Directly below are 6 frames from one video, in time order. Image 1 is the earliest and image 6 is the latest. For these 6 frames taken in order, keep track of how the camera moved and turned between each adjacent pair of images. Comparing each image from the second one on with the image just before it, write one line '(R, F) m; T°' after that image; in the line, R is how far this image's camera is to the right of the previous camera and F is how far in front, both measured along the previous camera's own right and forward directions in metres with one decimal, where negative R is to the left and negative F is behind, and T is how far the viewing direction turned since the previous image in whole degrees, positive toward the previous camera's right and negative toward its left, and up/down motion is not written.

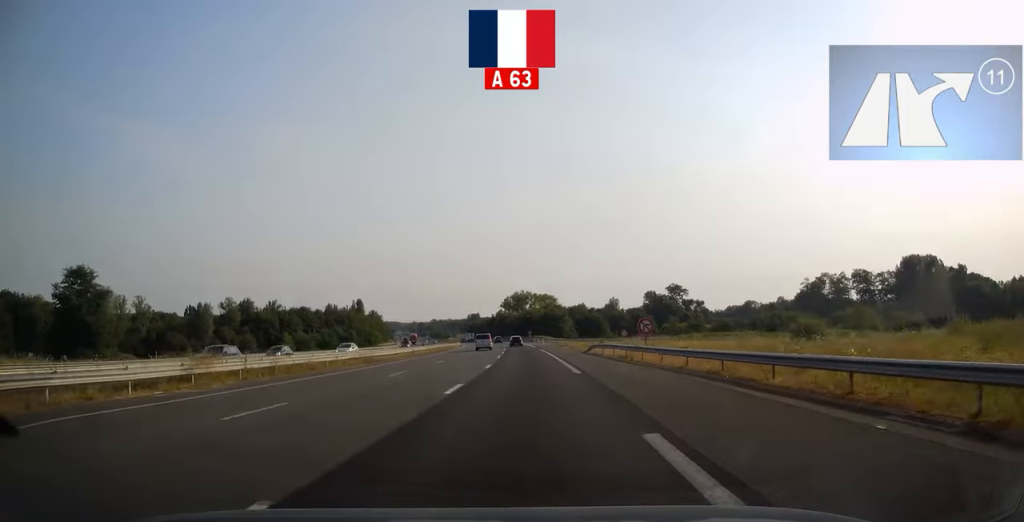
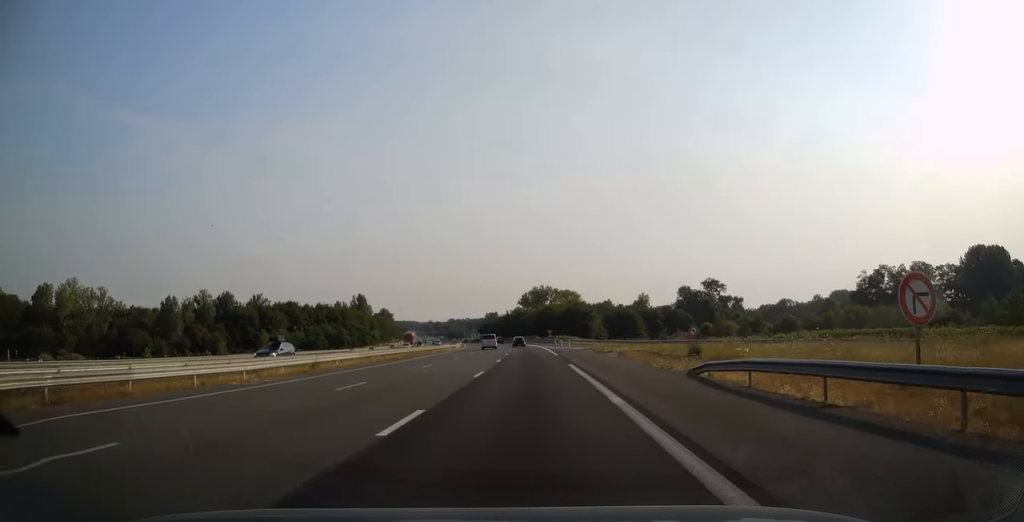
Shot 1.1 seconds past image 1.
(-0.7, +32.5) m; -2°
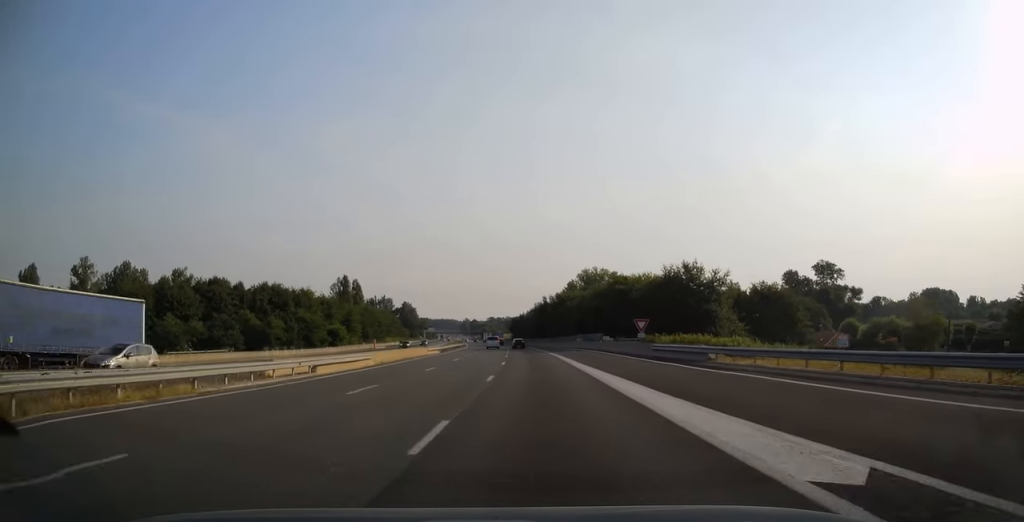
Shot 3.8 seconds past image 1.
(-3.1, +78.8) m; -4°
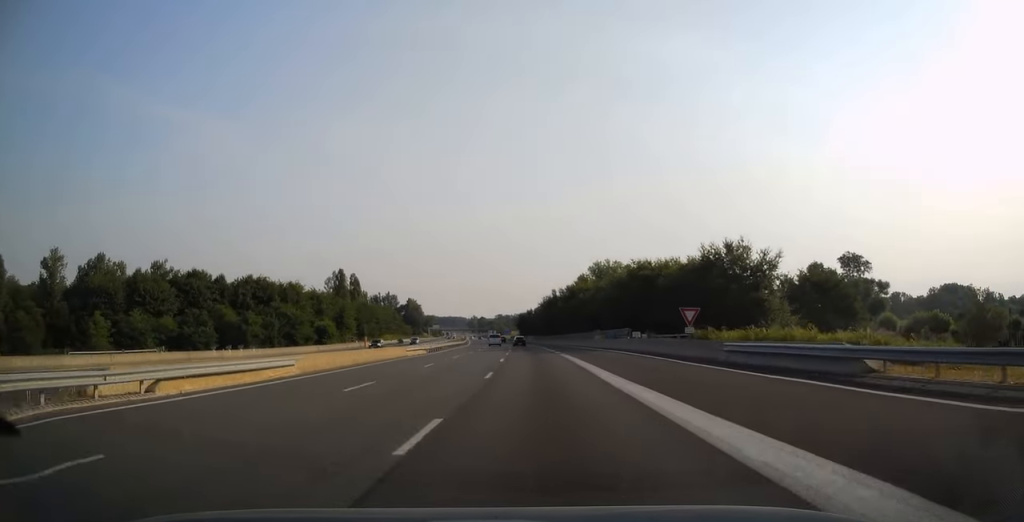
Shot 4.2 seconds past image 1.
(-0.2, +13.3) m; -1°
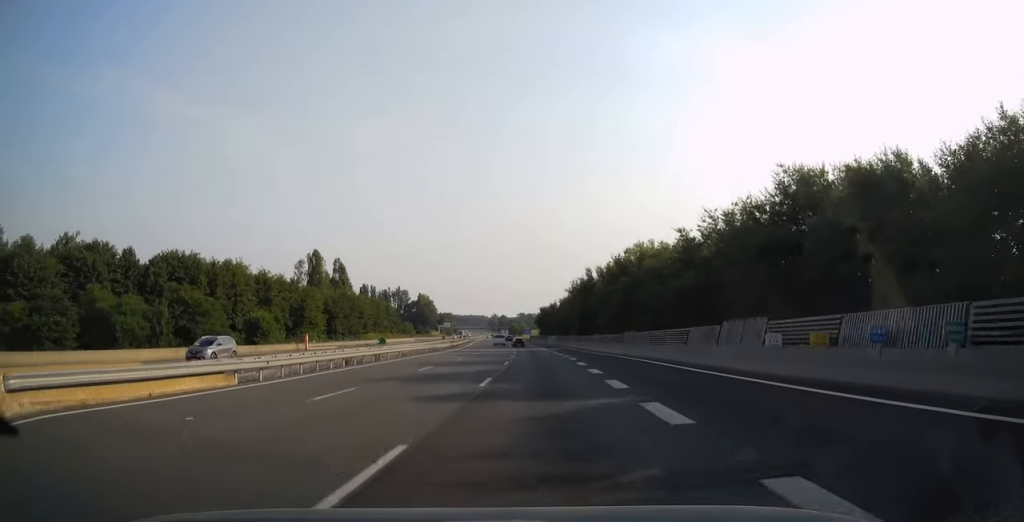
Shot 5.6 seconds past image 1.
(-0.9, +41.4) m; -2°
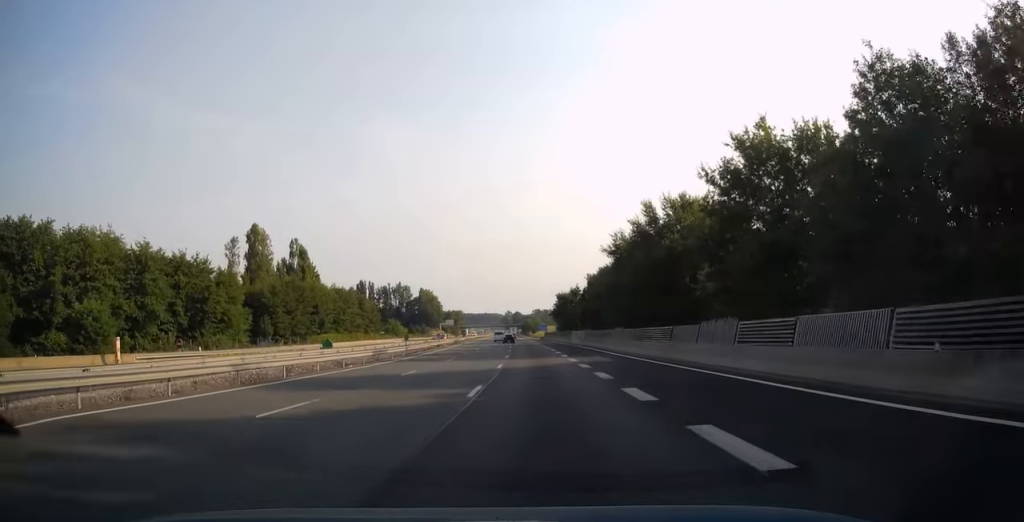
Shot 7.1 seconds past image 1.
(-0.6, +42.4) m; -2°
